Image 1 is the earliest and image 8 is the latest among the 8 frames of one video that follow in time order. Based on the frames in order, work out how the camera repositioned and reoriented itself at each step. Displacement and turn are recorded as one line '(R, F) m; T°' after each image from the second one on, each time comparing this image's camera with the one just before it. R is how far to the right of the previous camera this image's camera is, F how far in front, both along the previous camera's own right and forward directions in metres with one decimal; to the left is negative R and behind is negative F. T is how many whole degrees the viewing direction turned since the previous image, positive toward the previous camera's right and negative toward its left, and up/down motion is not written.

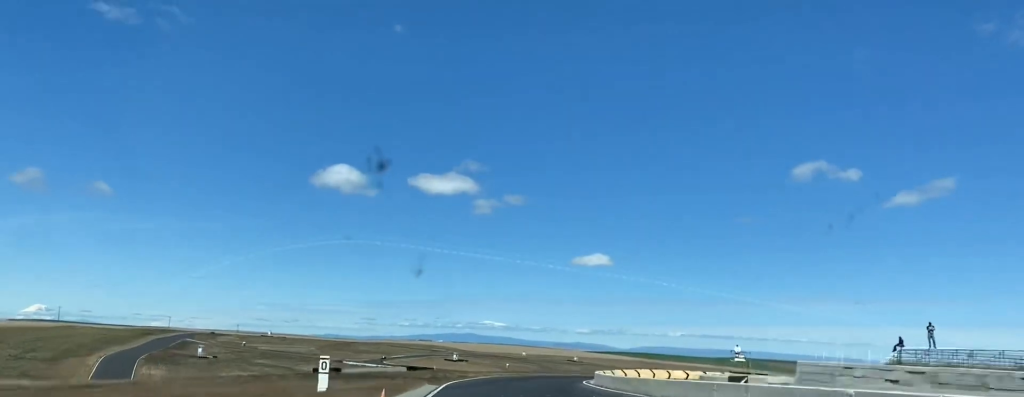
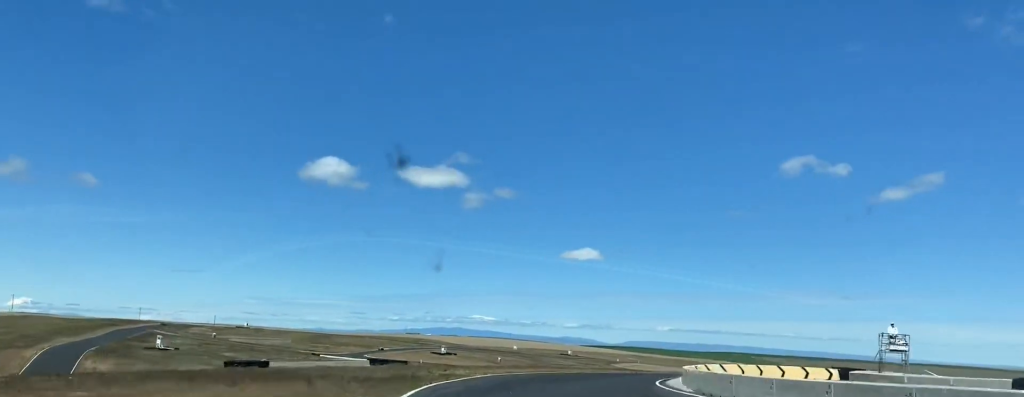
(-0.6, +31.8) m; +3°
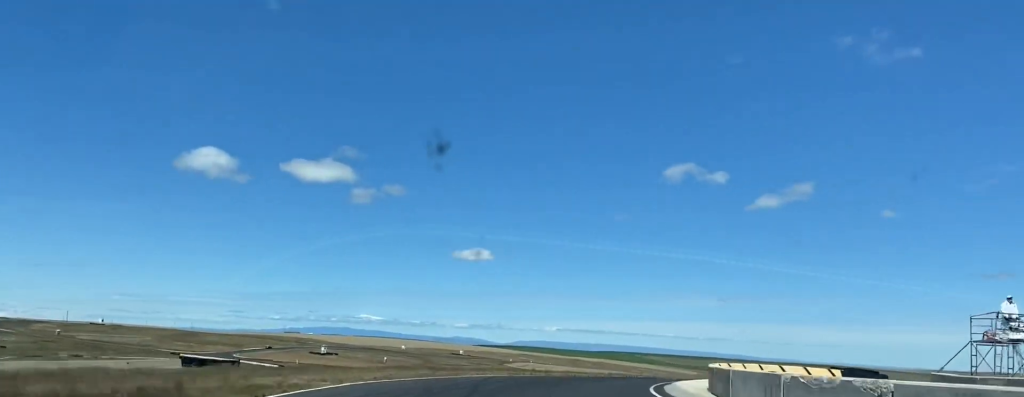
(+1.5, +23.0) m; +8°
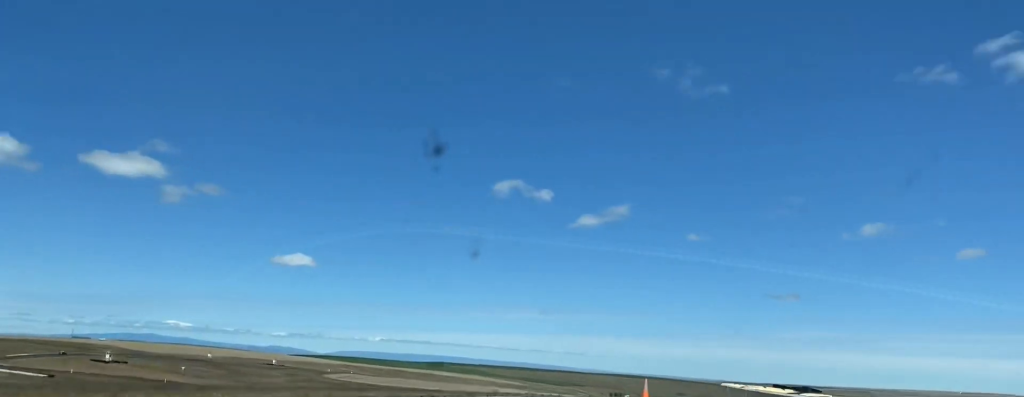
(+1.2, +22.0) m; +9°
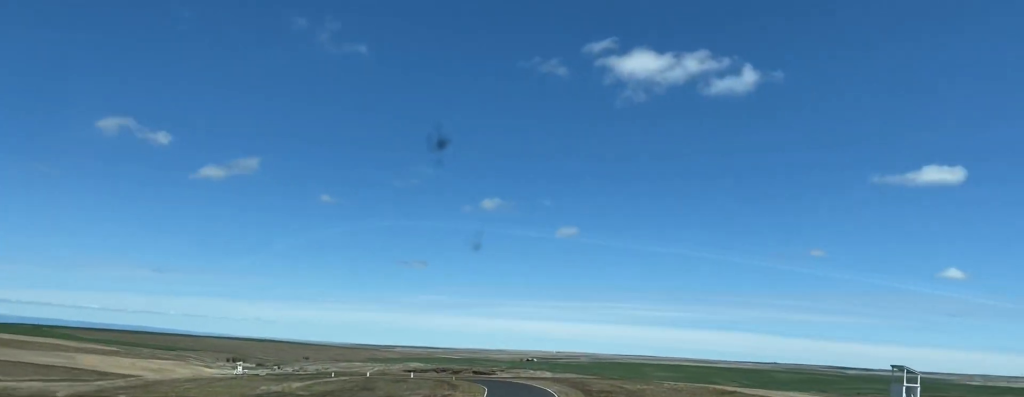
(+11.9, +50.2) m; +24°
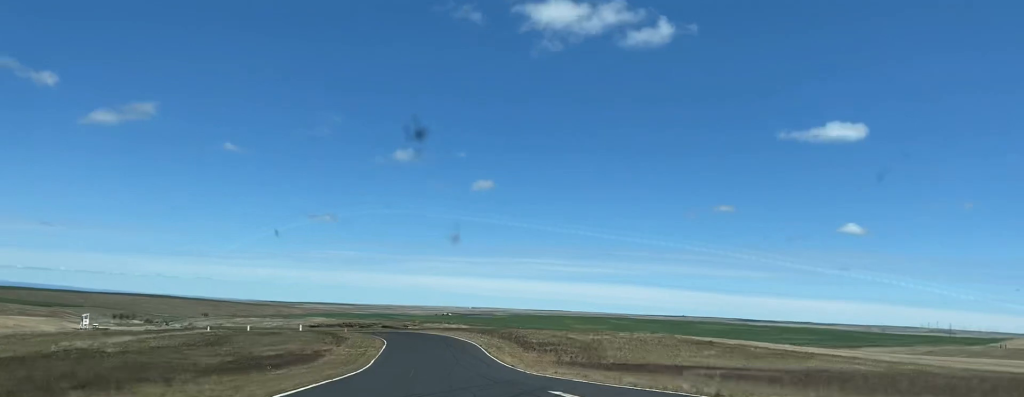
(+3.5, +38.6) m; +7°
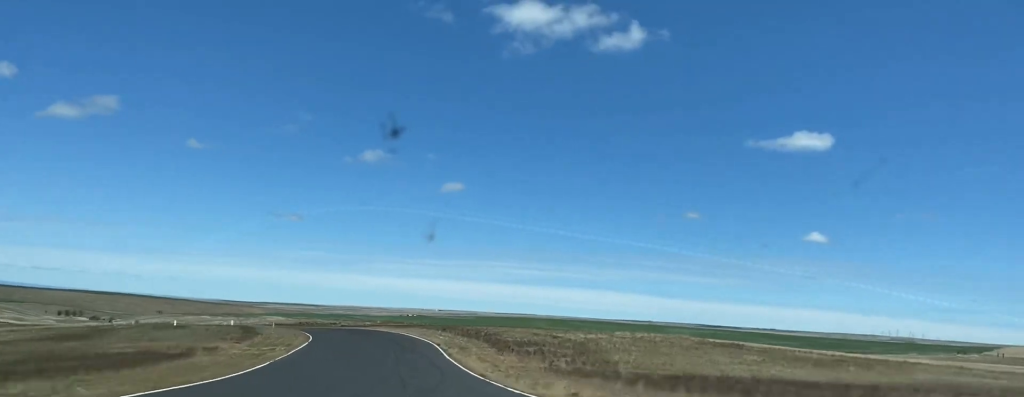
(+0.6, +27.1) m; 0°
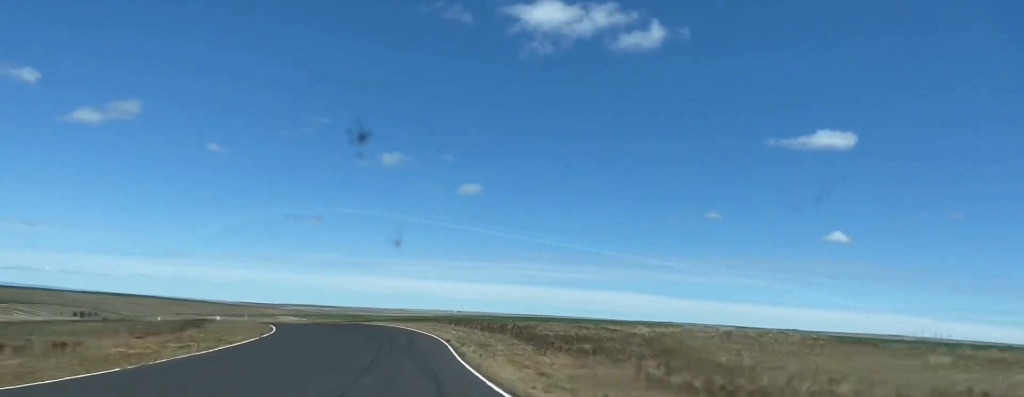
(0.0, +24.2) m; -3°
